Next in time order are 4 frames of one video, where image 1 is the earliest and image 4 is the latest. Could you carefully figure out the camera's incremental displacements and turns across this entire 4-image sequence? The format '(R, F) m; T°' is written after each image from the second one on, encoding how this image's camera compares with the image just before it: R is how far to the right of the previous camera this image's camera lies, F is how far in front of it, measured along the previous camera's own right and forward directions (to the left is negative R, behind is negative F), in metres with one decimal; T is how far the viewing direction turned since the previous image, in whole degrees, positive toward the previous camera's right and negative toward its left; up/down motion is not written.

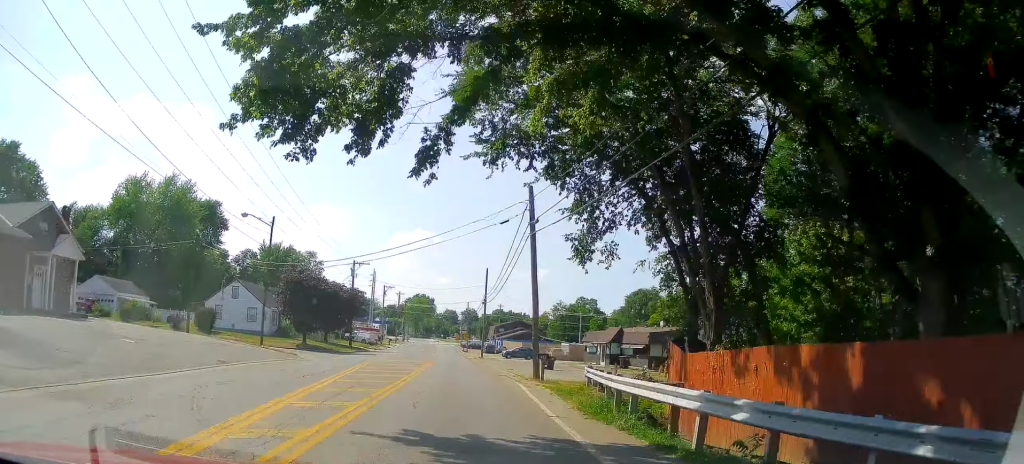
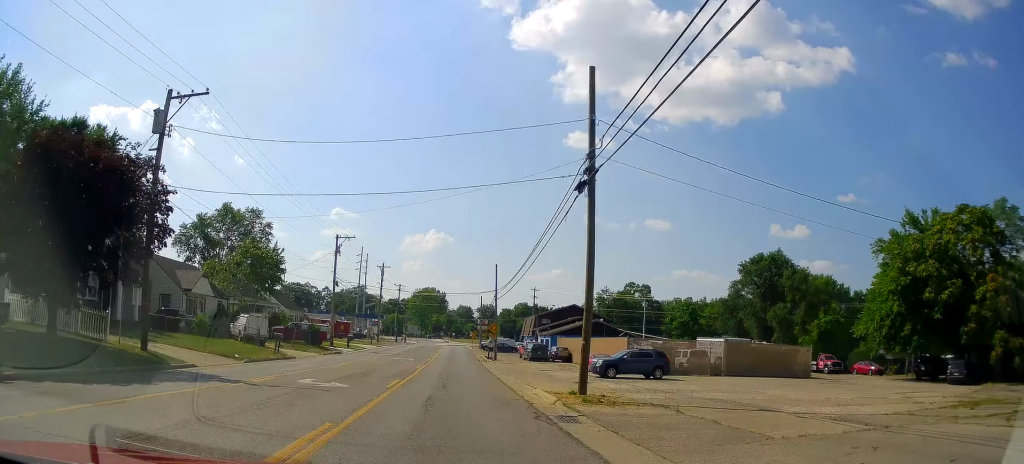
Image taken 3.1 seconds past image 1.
(-9.8, +66.0) m; -11°
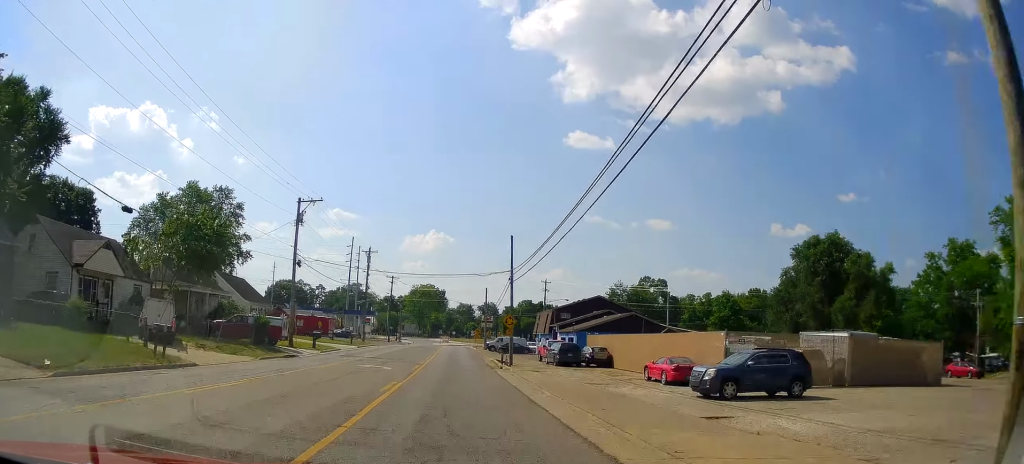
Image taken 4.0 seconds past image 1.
(+1.0, +17.8) m; +3°
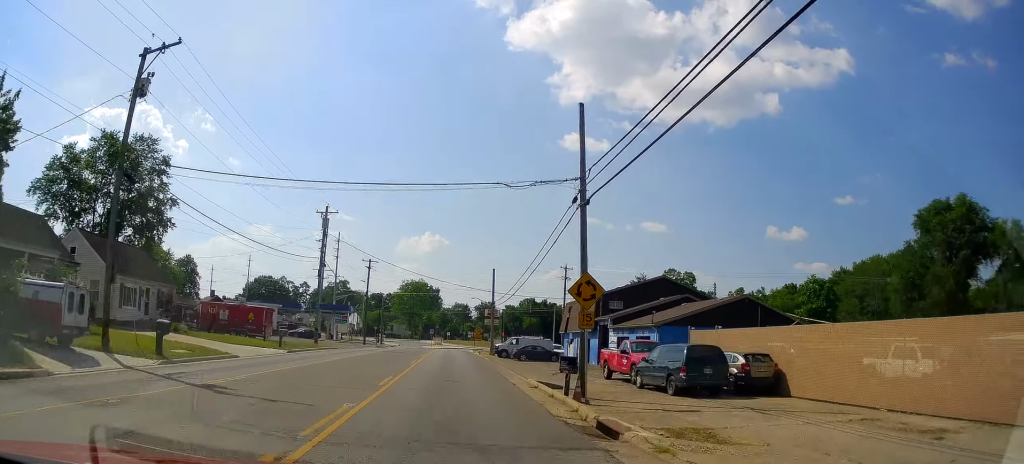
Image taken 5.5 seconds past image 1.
(-0.5, +30.9) m; +1°
